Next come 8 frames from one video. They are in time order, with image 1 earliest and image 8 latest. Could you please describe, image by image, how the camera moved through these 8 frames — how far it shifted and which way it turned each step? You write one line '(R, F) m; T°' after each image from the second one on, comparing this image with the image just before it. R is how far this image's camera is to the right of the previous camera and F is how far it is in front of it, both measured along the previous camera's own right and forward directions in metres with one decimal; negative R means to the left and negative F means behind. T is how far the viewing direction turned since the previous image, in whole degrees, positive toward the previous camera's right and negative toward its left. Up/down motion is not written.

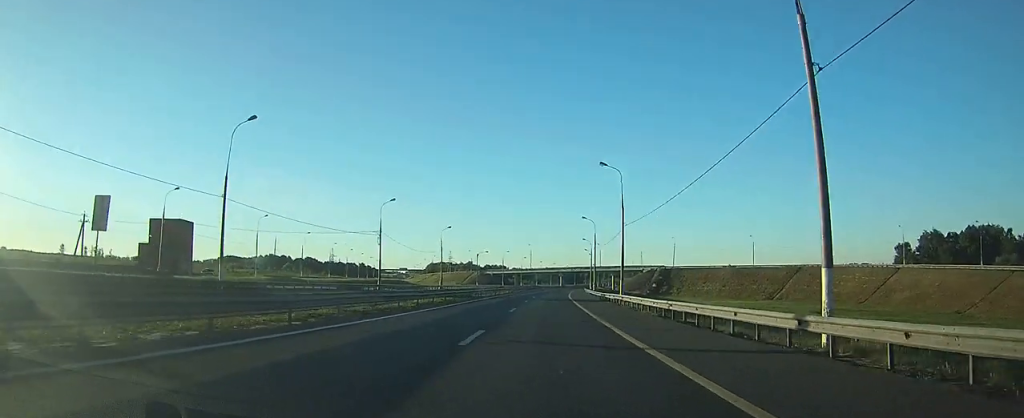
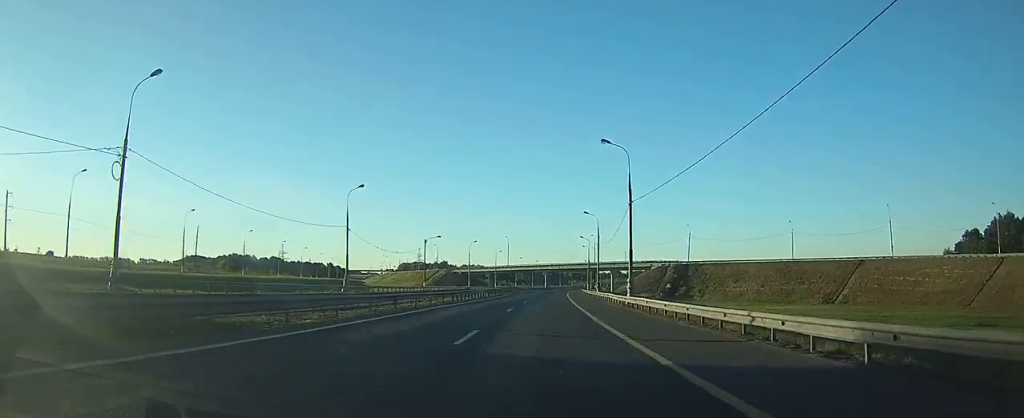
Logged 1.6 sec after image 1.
(+0.6, +47.3) m; +2°
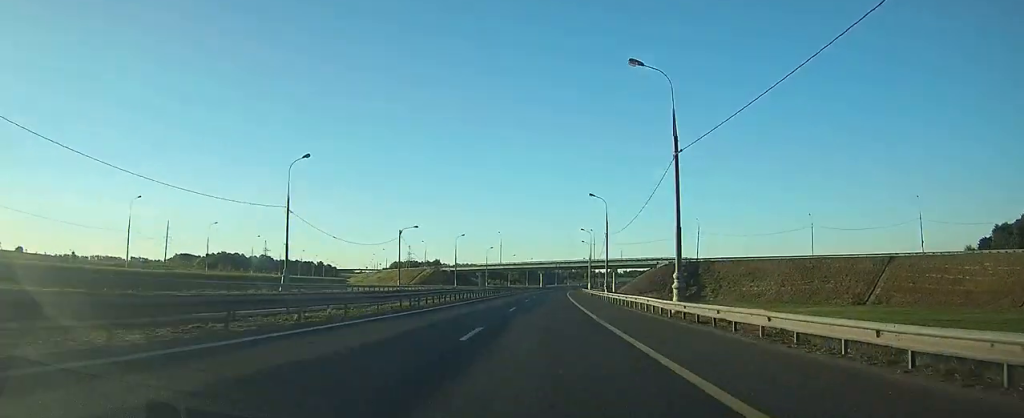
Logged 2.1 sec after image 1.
(+0.1, +15.2) m; 0°
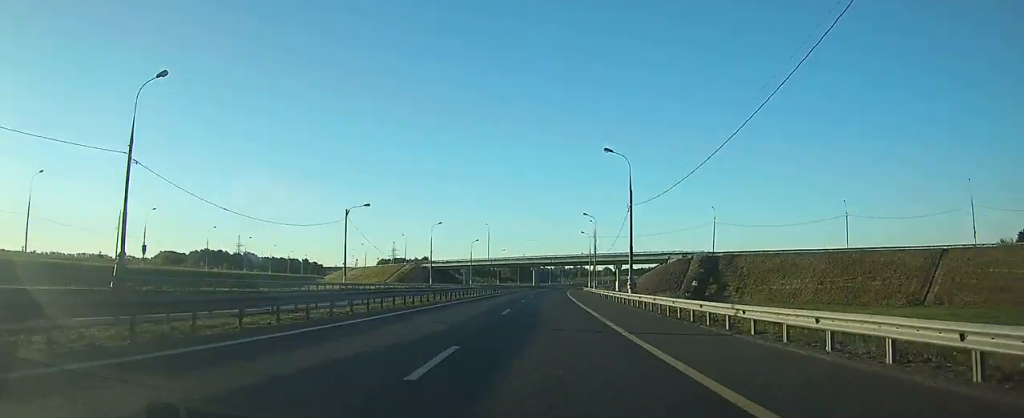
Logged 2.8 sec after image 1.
(+0.1, +21.3) m; +1°
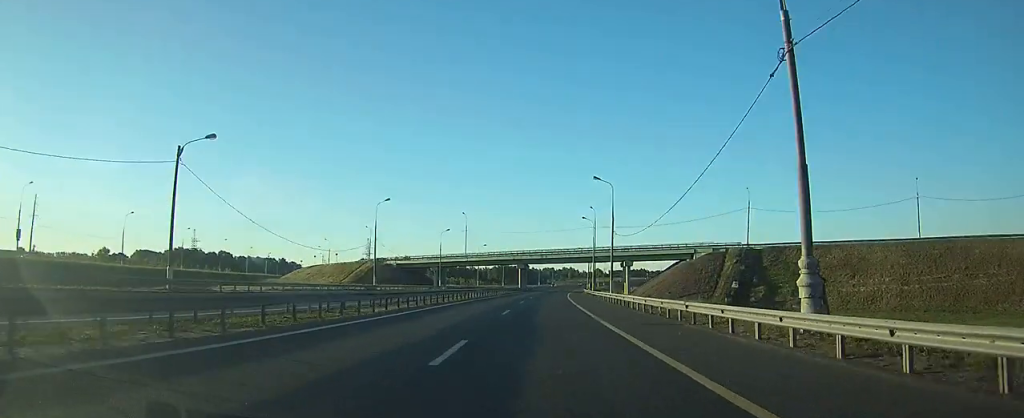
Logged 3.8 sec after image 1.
(+0.2, +30.4) m; +1°
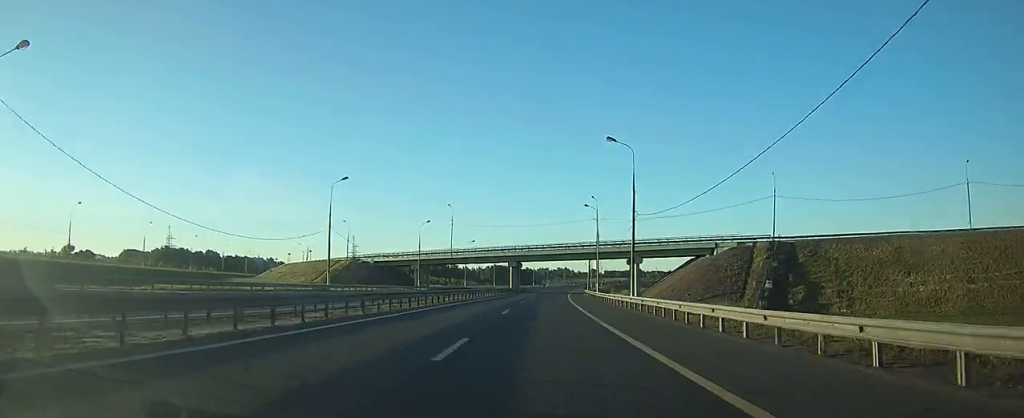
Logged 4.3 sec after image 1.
(0.0, +15.2) m; +1°
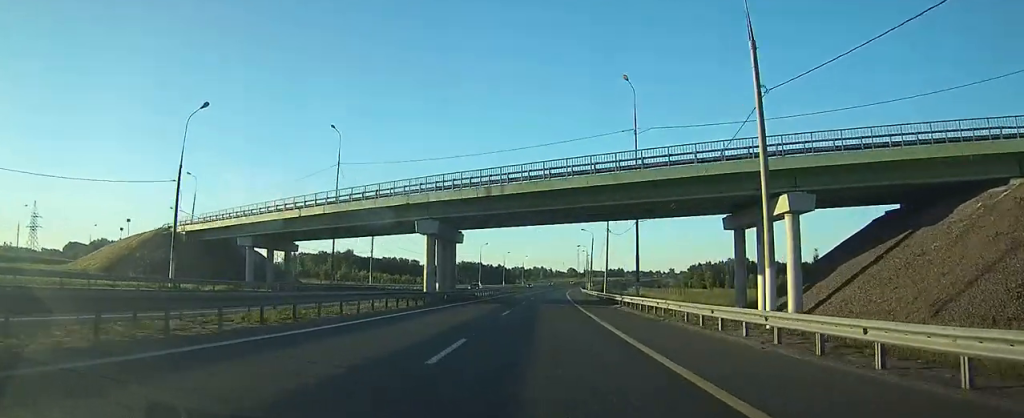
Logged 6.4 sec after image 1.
(+1.8, +64.1) m; +3°
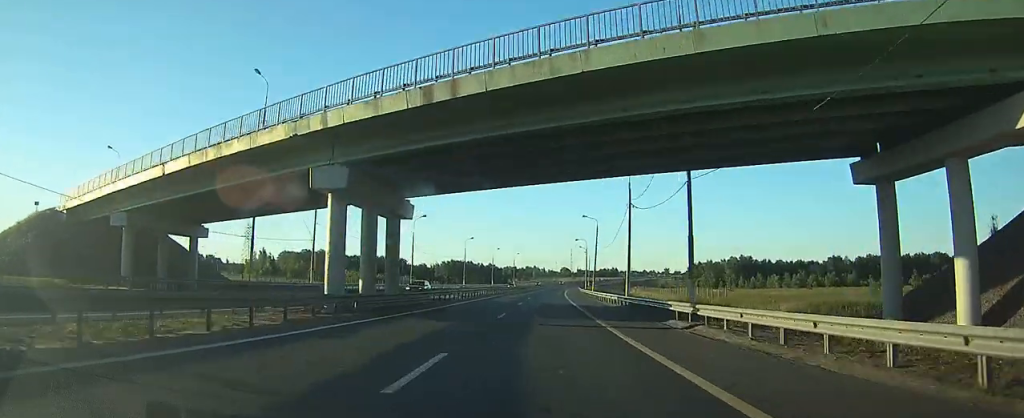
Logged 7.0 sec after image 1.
(+0.1, +18.3) m; 0°
